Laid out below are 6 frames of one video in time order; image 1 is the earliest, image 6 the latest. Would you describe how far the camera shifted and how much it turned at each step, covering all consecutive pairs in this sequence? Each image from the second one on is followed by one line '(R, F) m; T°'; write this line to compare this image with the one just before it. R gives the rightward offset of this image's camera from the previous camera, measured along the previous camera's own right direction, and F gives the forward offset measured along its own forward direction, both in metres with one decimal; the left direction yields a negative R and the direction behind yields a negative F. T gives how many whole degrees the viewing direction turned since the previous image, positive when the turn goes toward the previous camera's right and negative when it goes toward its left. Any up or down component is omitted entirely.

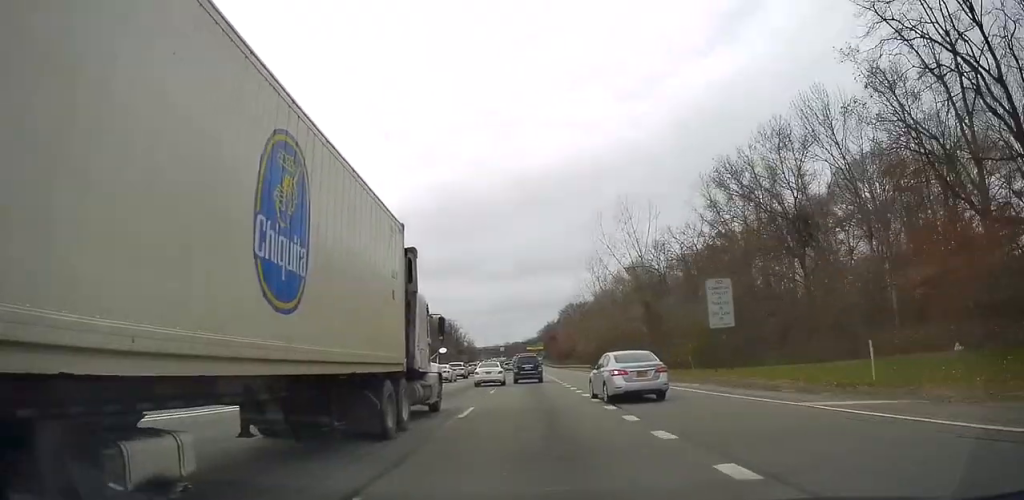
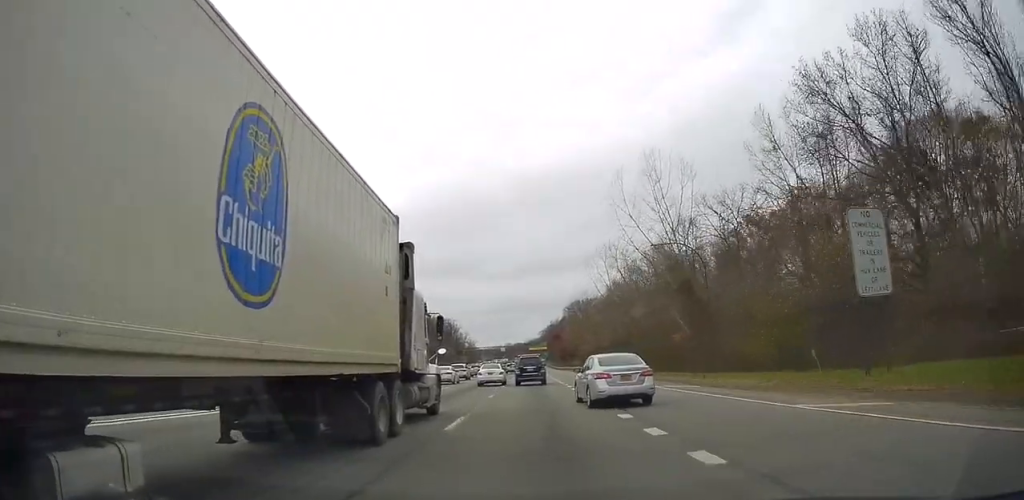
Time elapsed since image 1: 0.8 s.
(+0.2, +15.4) m; 0°
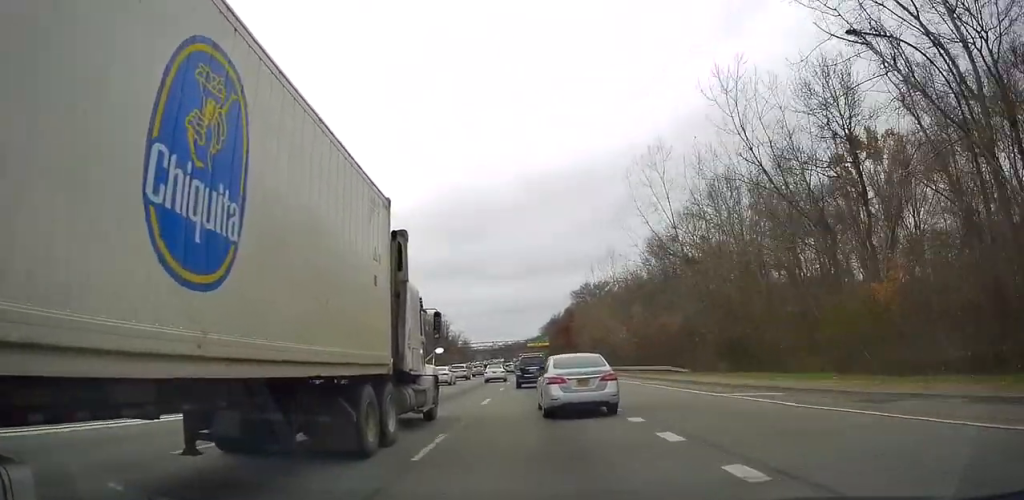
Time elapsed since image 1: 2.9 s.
(-0.8, +40.5) m; -1°
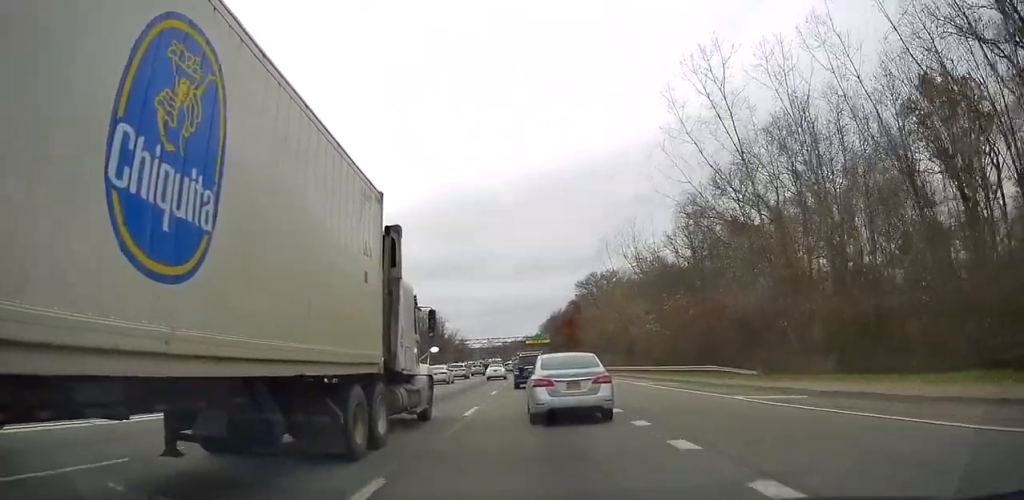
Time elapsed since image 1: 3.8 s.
(+0.3, +16.7) m; +1°
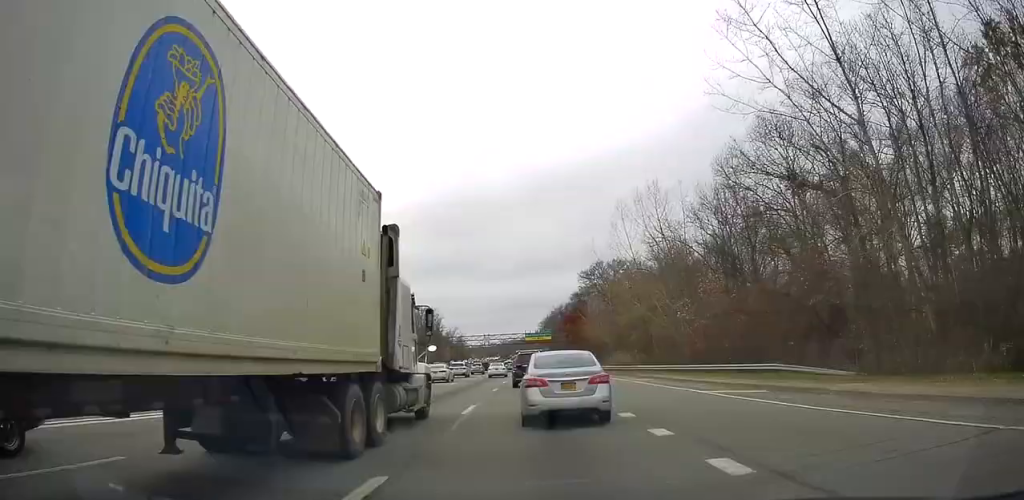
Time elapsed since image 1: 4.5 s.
(+0.1, +12.1) m; 0°
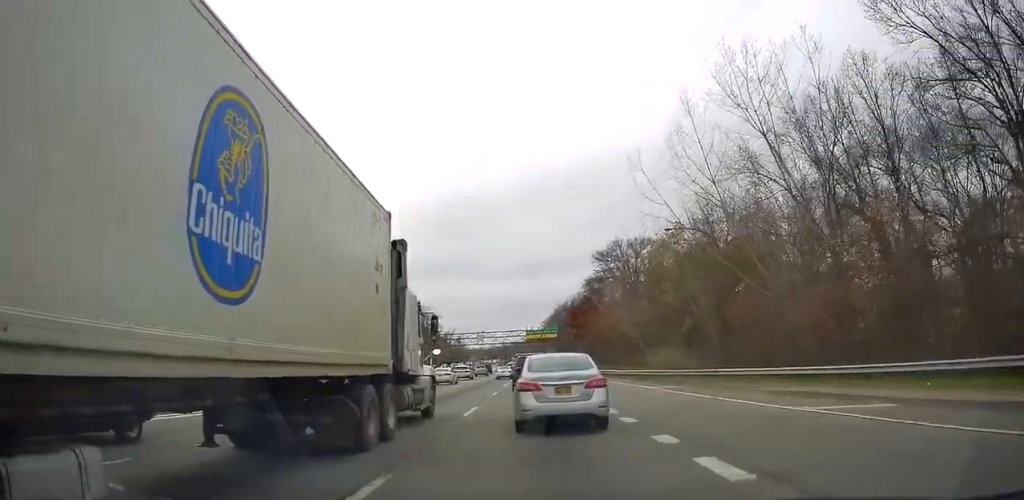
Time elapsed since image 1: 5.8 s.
(-0.6, +25.1) m; -1°
